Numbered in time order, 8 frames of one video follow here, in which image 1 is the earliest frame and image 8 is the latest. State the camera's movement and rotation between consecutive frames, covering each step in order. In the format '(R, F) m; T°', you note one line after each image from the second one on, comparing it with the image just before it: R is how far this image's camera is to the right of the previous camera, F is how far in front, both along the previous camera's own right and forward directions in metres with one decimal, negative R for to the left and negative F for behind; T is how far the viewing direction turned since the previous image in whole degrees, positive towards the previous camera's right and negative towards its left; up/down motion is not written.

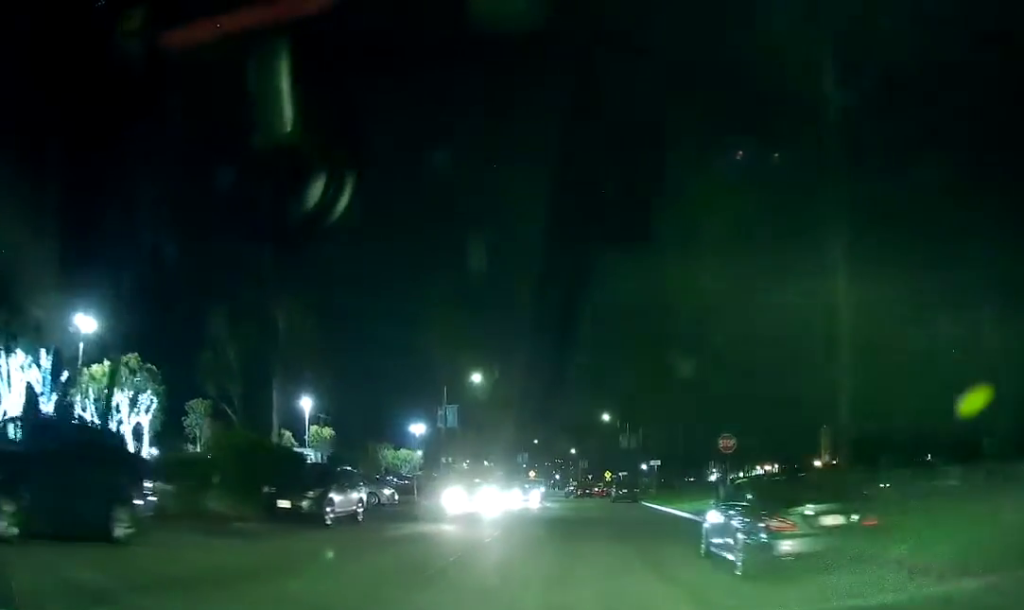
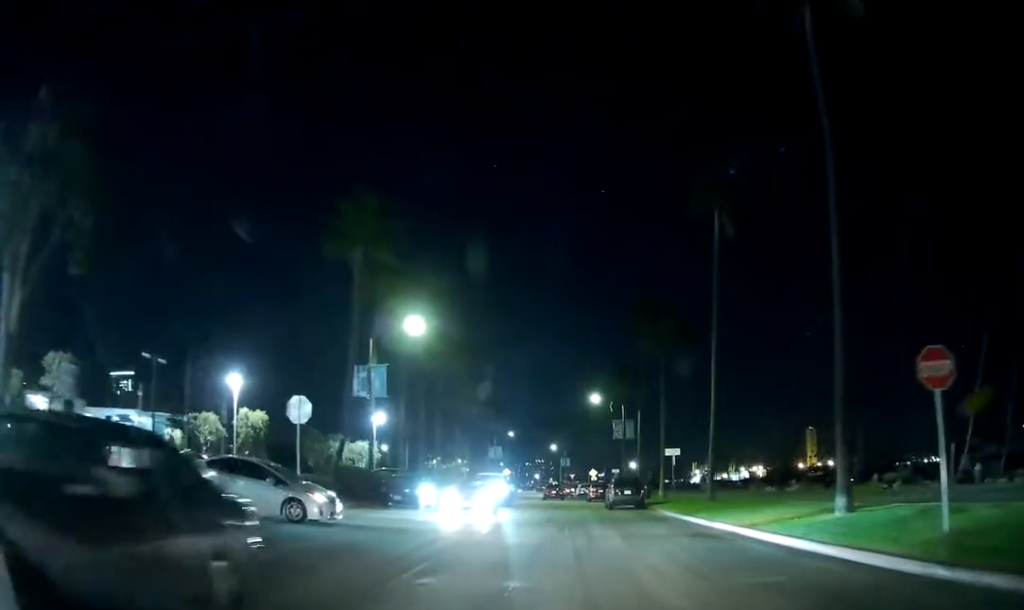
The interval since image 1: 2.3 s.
(+0.1, +16.4) m; +3°
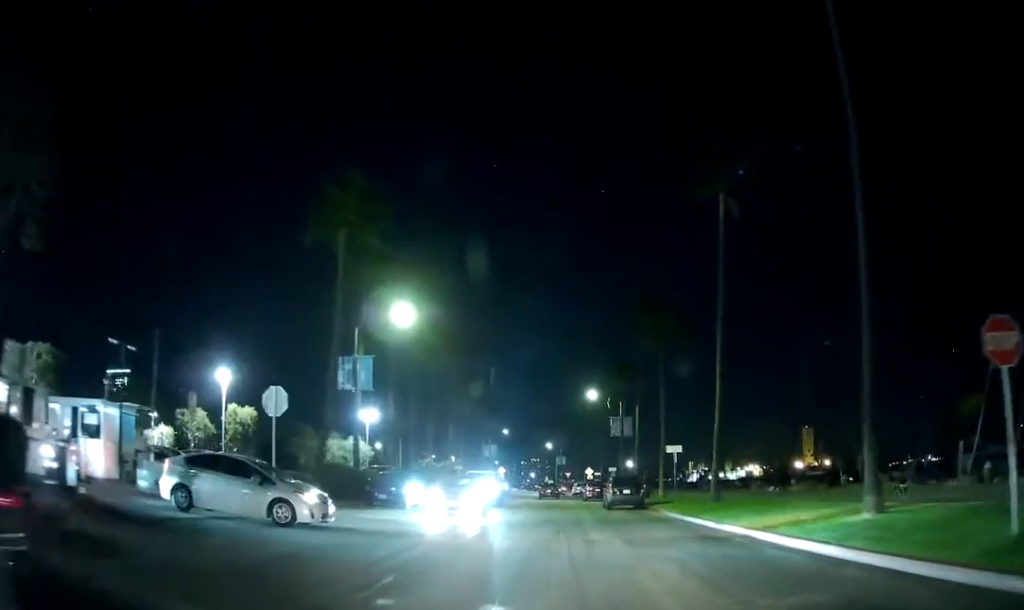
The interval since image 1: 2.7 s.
(0.0, +2.2) m; 0°
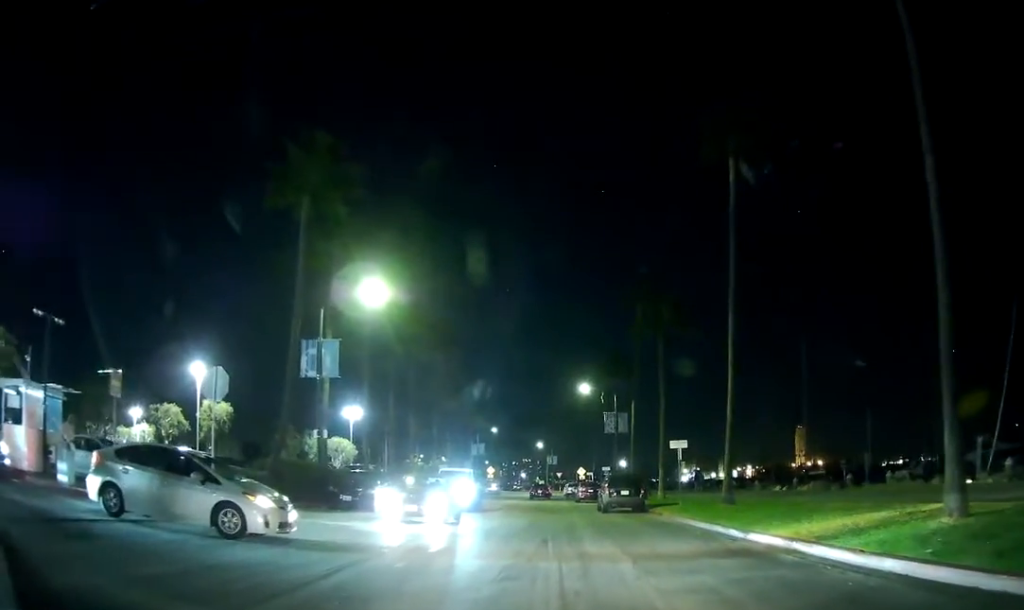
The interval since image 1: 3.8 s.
(0.0, +4.5) m; -1°
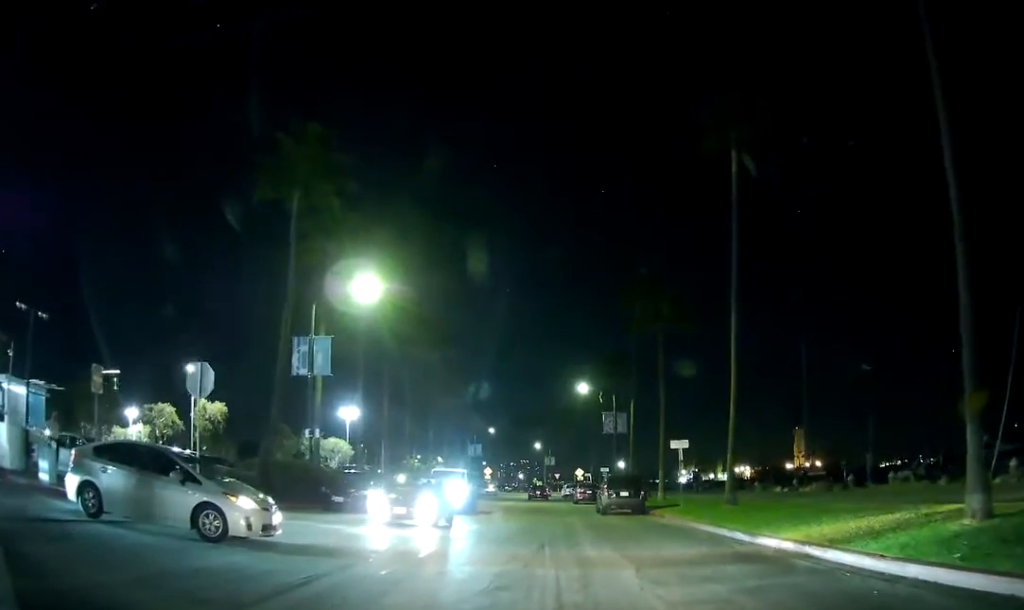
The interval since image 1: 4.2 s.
(0.0, +0.9) m; 0°
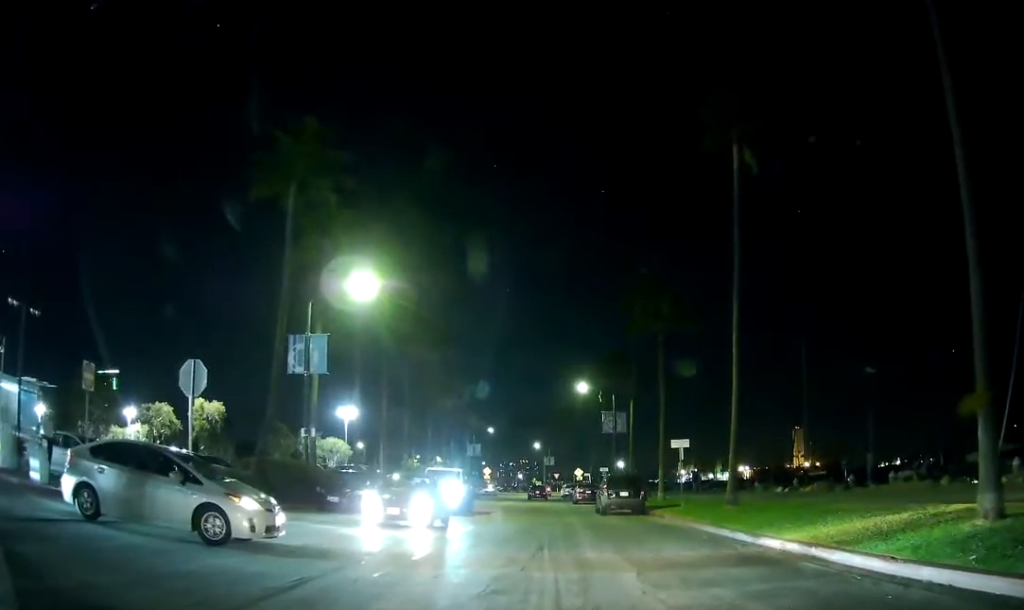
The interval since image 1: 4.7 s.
(0.0, +0.7) m; 0°
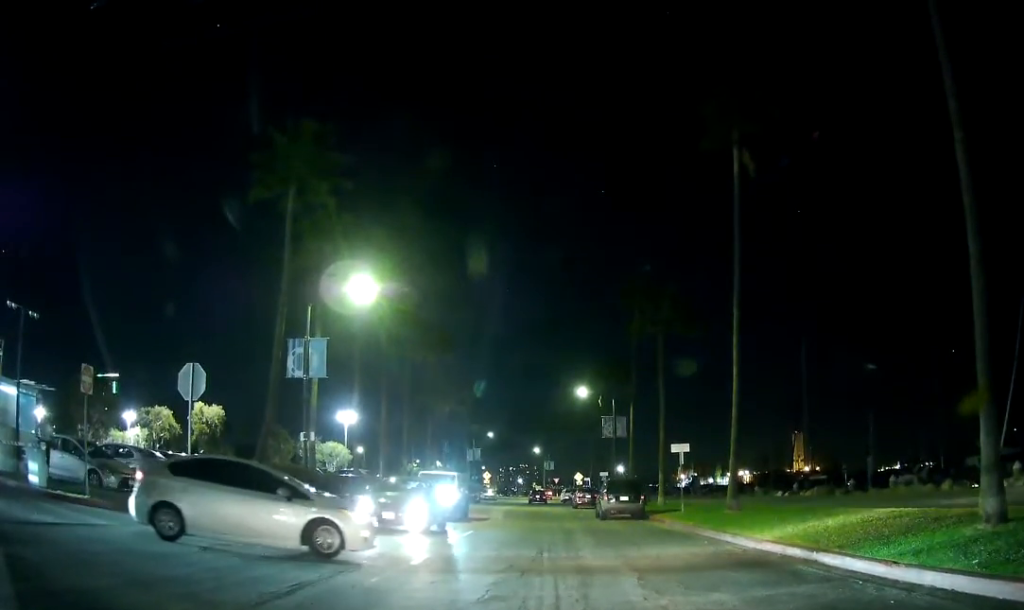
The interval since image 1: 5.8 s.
(+0.2, +0.7) m; 0°
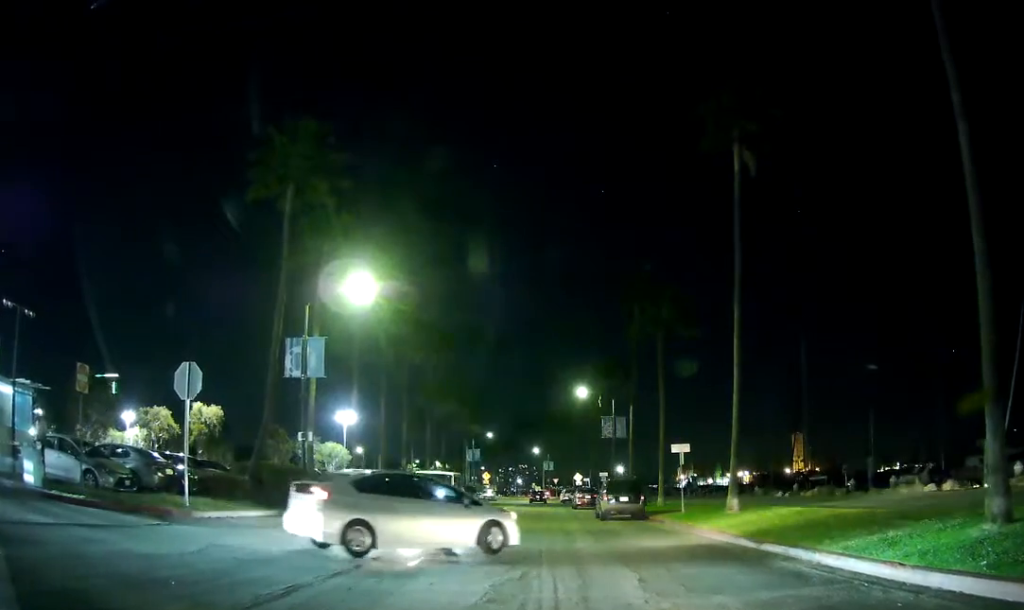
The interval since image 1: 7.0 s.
(+0.2, +0.3) m; 0°
